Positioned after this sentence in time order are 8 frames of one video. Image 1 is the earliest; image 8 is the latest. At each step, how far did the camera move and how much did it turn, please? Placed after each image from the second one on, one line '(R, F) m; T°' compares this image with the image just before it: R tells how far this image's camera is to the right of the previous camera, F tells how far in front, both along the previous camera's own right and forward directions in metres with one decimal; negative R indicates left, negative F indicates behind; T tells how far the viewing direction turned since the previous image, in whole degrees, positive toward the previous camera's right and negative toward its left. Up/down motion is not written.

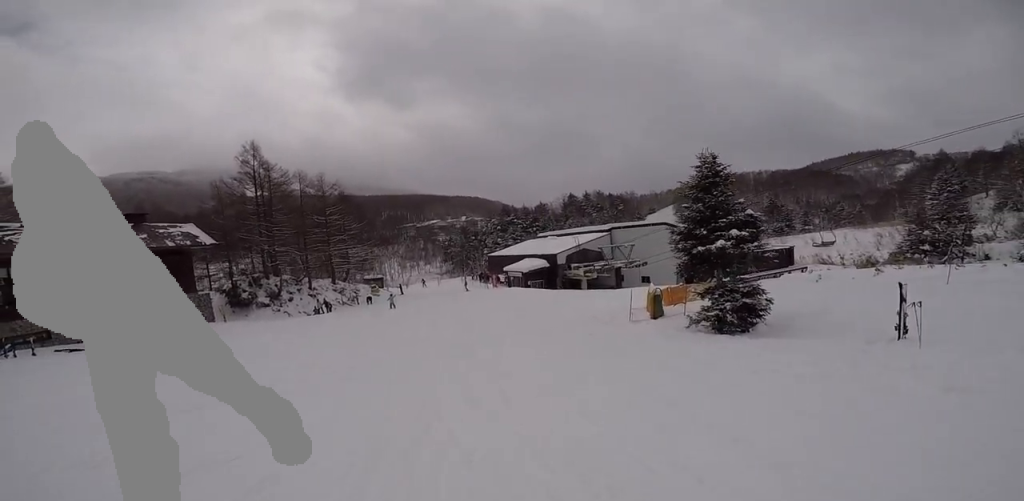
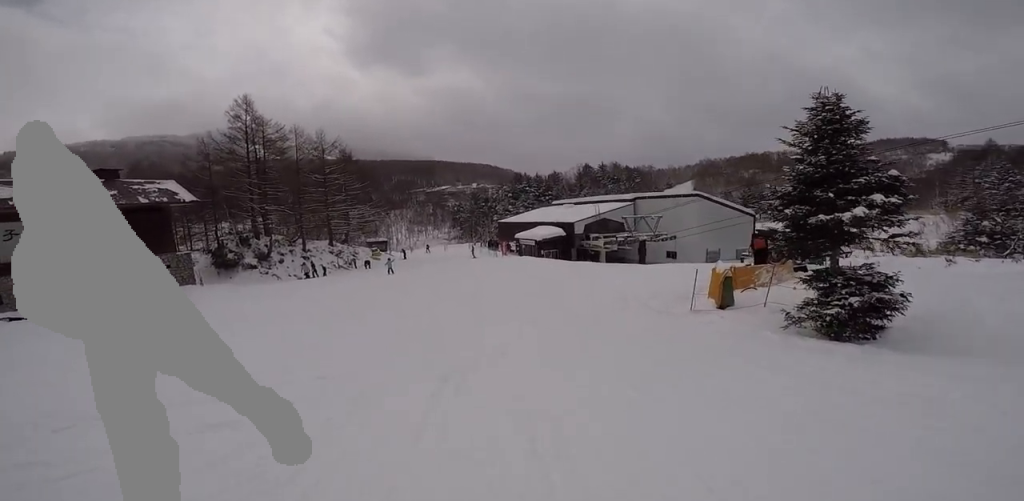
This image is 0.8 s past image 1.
(+0.4, +4.1) m; +3°
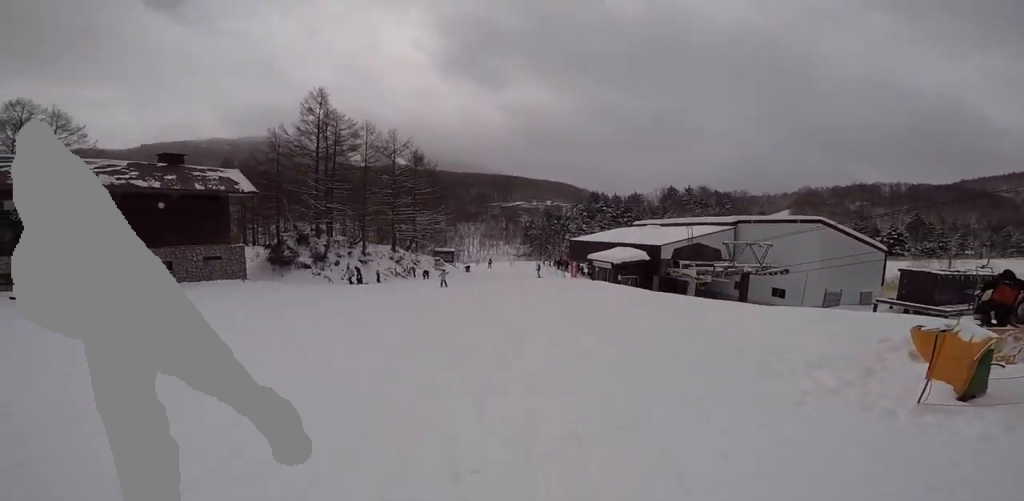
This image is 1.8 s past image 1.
(0.0, +5.0) m; -6°
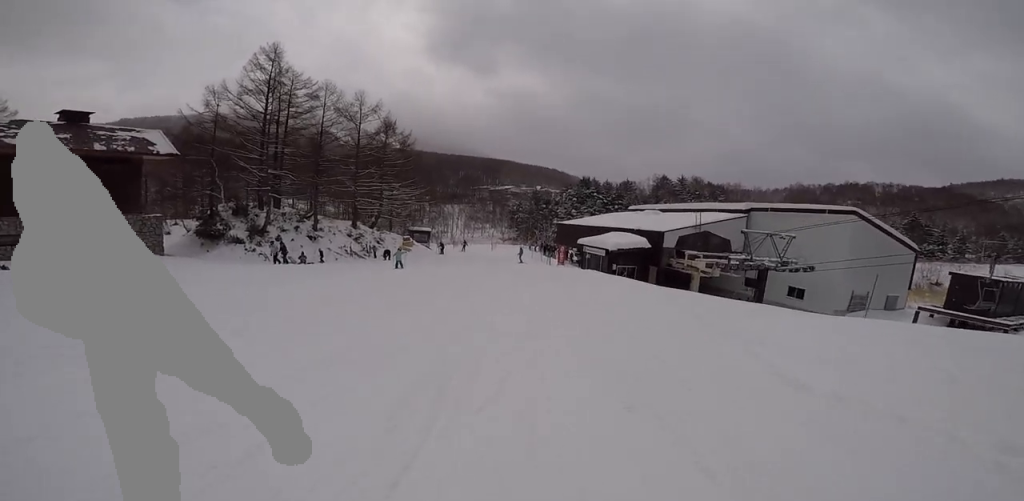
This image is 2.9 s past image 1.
(-0.6, +5.3) m; -6°
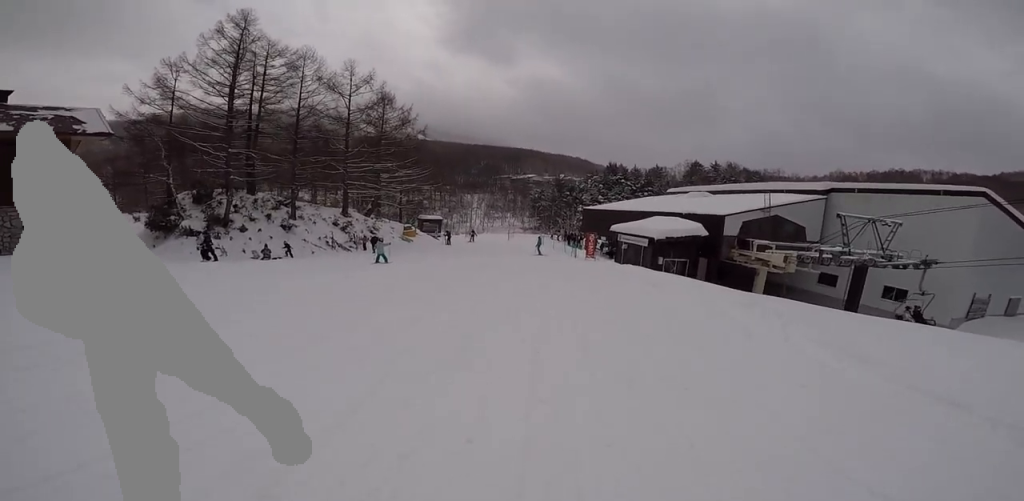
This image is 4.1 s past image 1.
(0.0, +5.7) m; -2°
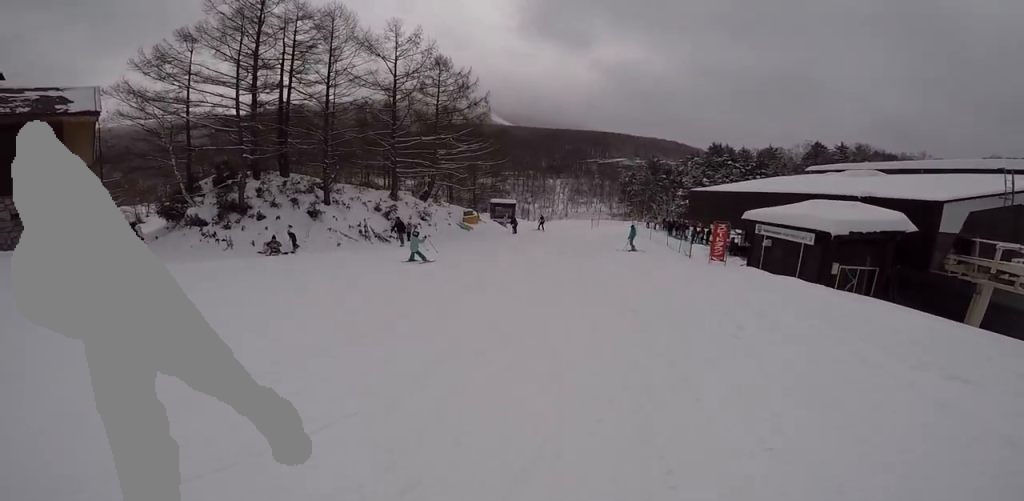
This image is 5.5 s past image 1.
(-0.4, +6.2) m; -19°
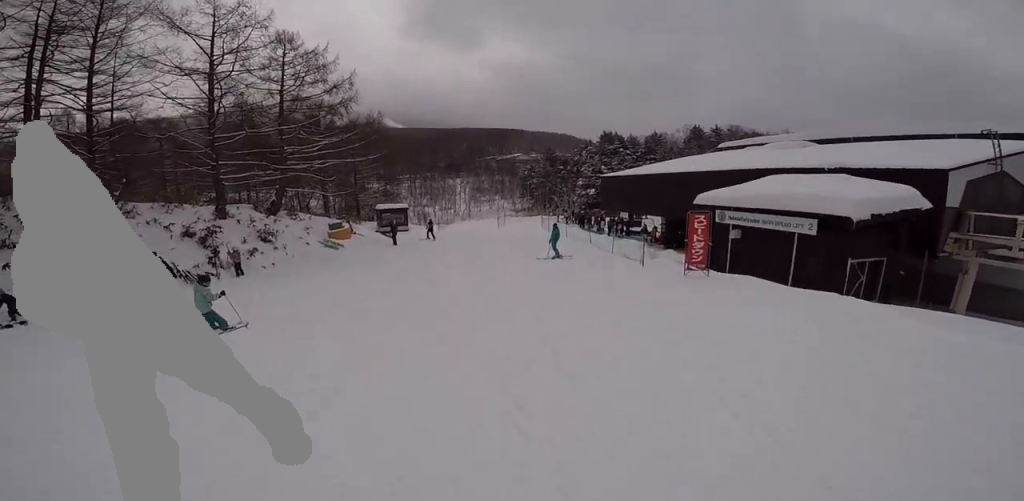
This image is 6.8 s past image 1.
(-1.0, +5.5) m; -8°
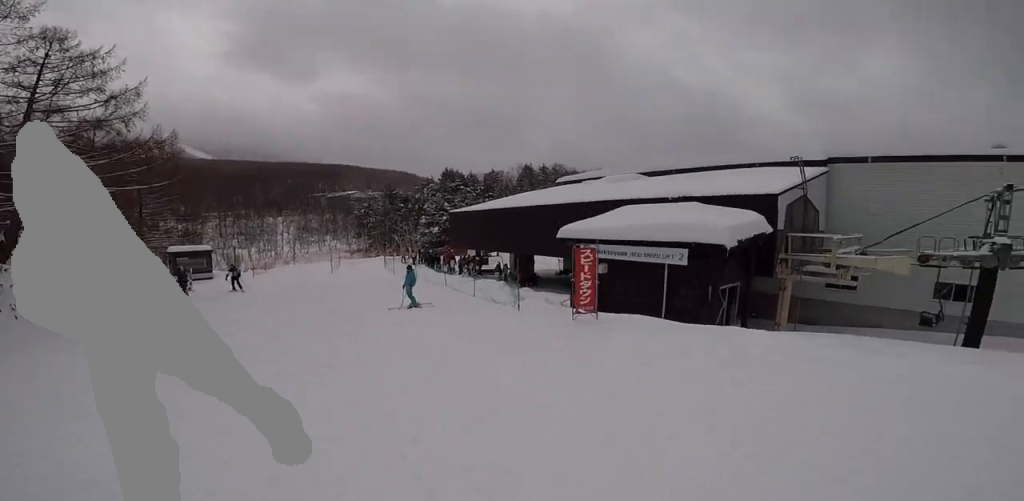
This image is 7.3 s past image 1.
(+0.3, +2.3) m; 0°
